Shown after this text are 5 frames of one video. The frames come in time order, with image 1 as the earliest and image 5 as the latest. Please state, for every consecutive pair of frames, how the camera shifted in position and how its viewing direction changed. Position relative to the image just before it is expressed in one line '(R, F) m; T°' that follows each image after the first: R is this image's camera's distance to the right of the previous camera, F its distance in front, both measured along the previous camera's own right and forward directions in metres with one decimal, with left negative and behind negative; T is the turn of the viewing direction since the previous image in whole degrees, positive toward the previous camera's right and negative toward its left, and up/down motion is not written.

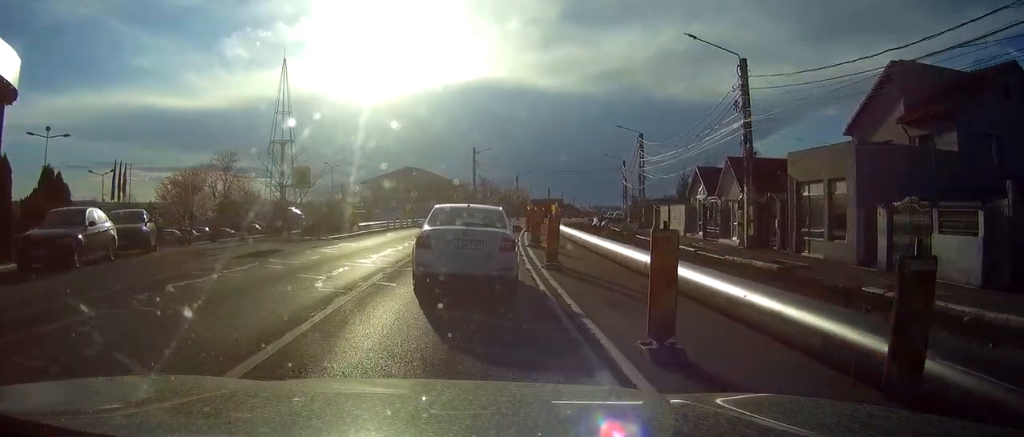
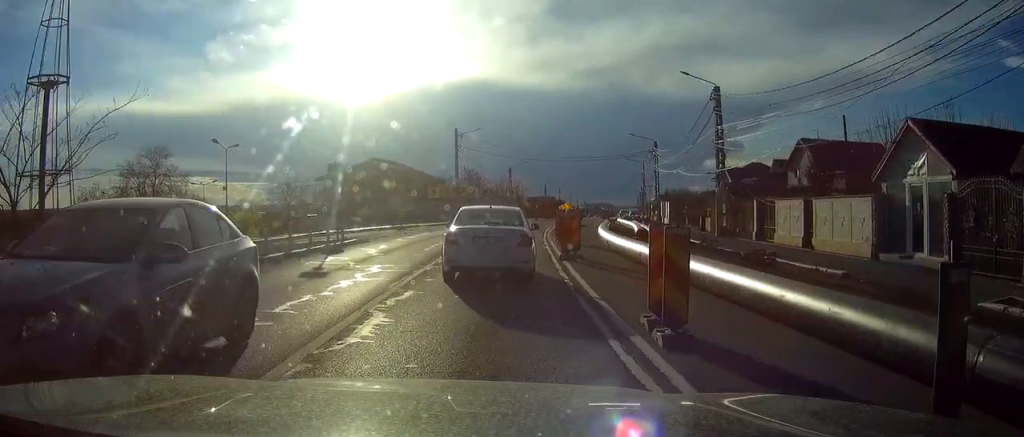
(+0.3, +24.4) m; +2°
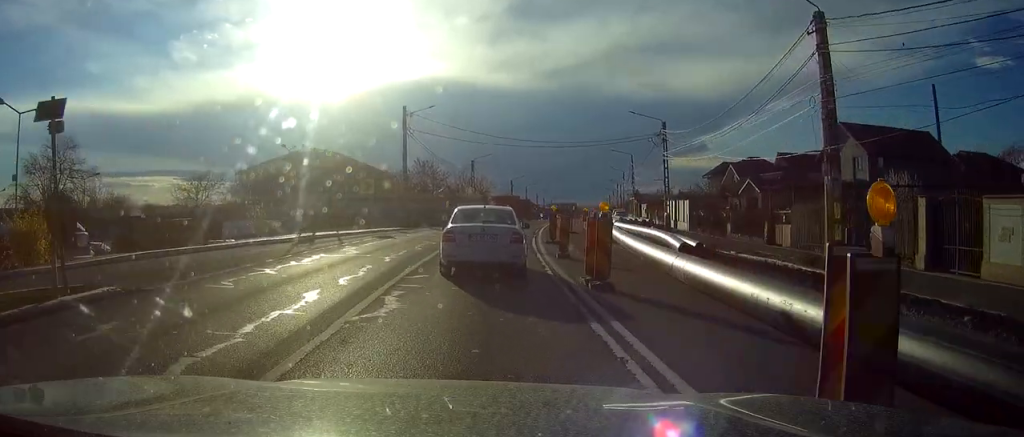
(+0.3, +17.2) m; +3°
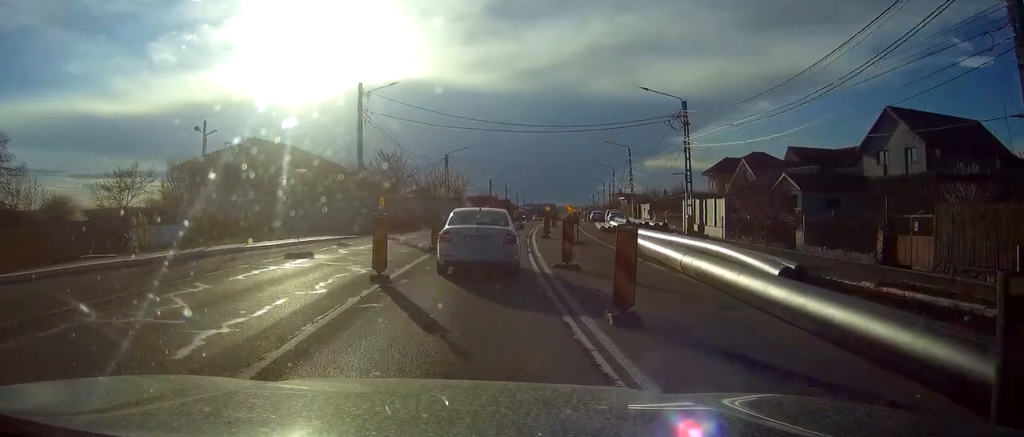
(+0.2, +11.6) m; +1°
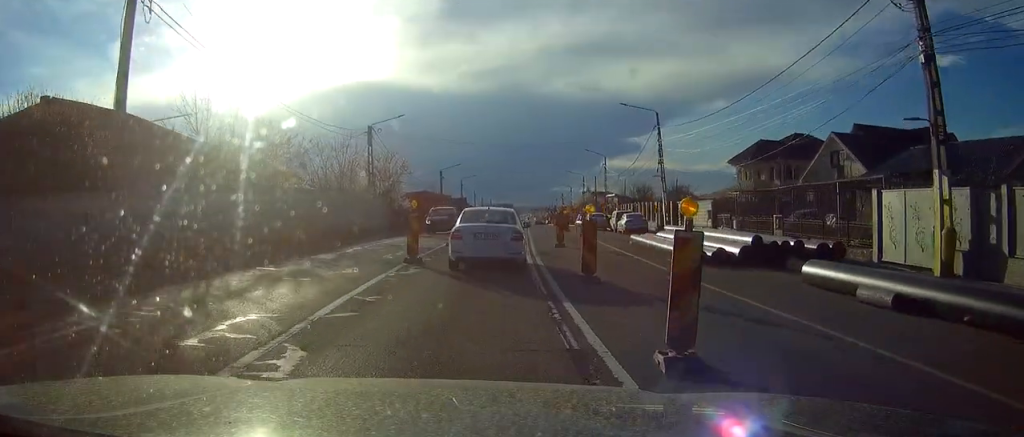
(+1.2, +29.0) m; +4°
